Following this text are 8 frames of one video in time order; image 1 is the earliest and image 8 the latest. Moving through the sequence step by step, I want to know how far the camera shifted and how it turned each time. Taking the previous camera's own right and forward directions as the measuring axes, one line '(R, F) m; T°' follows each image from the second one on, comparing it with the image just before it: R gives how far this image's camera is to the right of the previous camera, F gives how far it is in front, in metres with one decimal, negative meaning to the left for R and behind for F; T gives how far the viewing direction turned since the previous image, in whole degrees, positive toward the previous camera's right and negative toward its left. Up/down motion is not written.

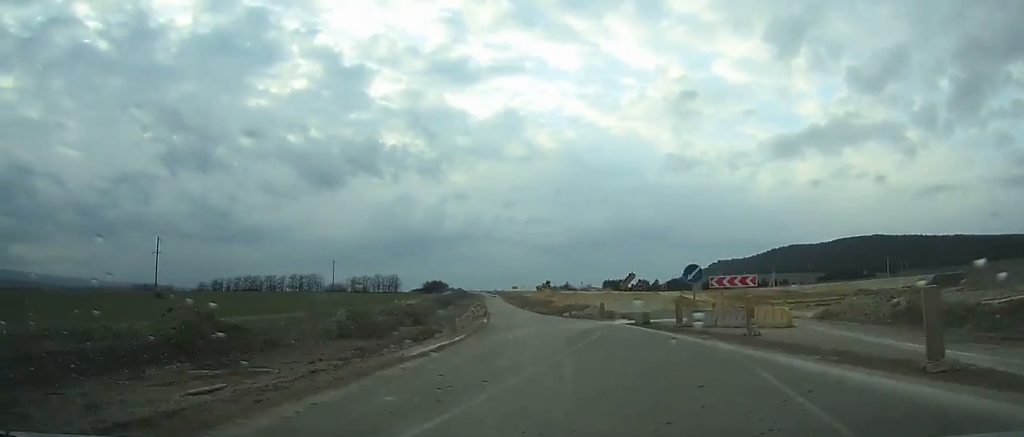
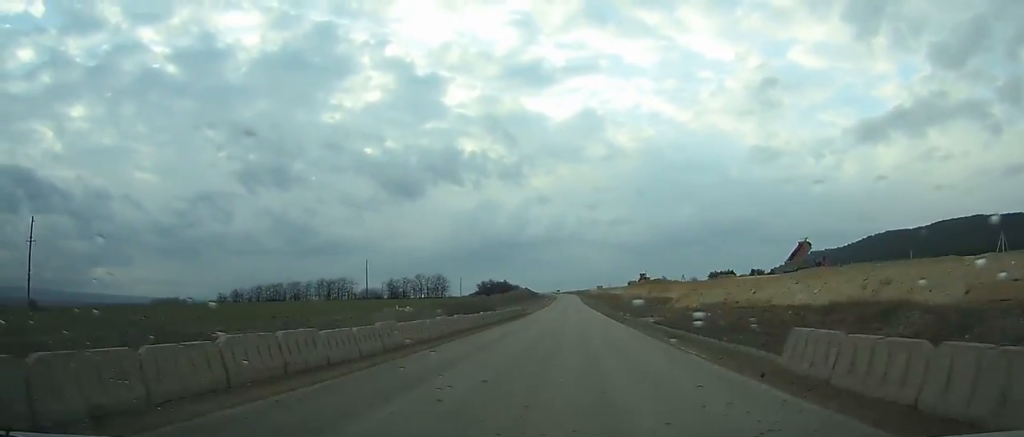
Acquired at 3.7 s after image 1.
(-7.0, +86.2) m; -5°
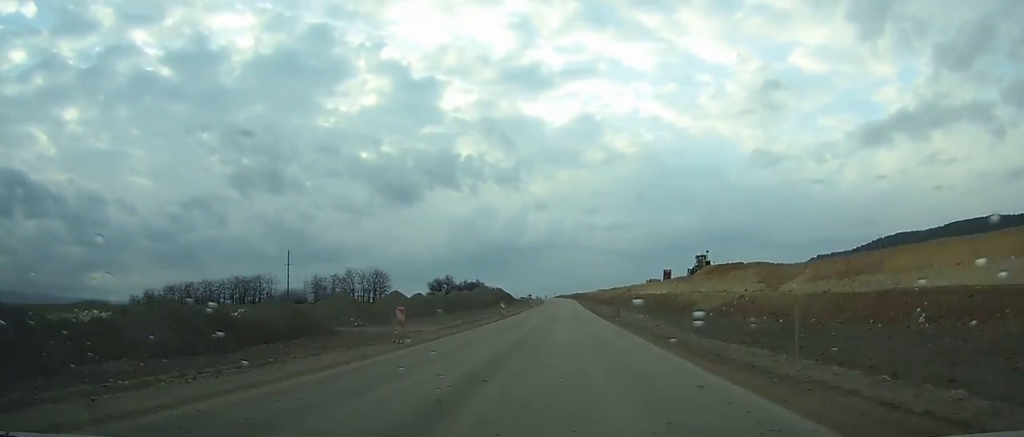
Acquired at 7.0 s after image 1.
(0.0, +79.7) m; 0°
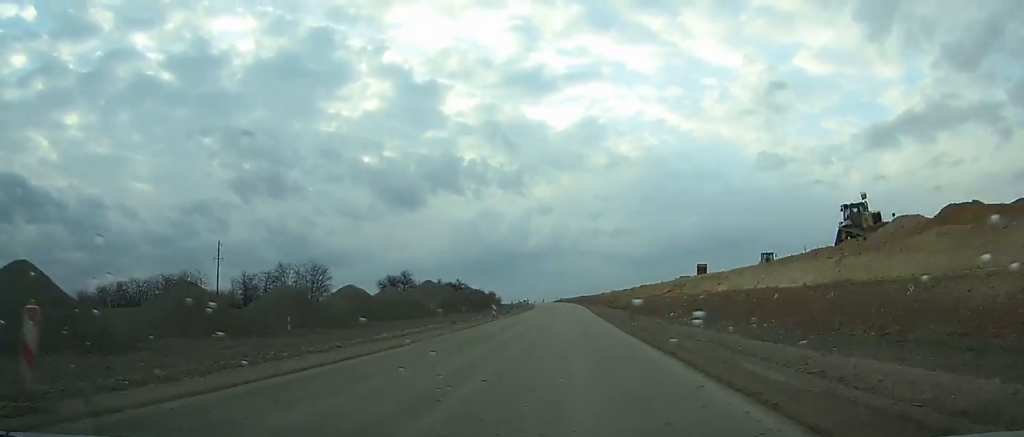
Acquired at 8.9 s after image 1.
(+0.4, +46.8) m; -1°
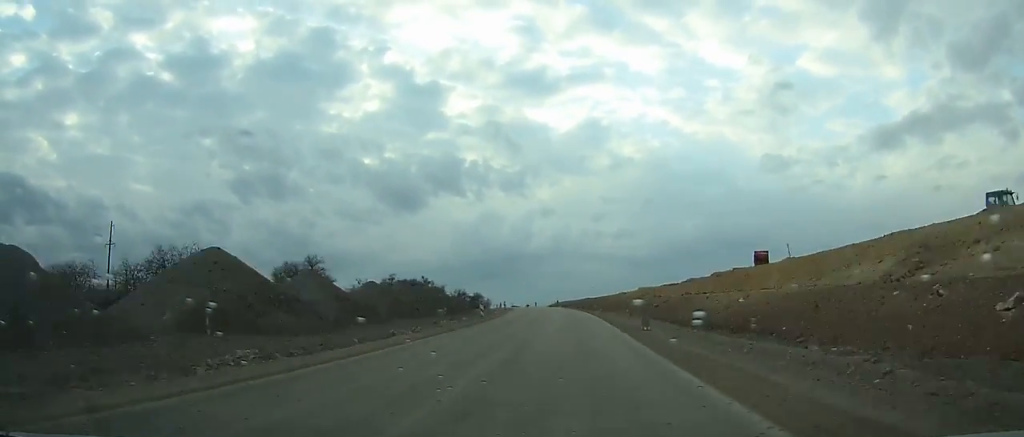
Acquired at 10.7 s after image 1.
(-0.6, +44.2) m; -2°
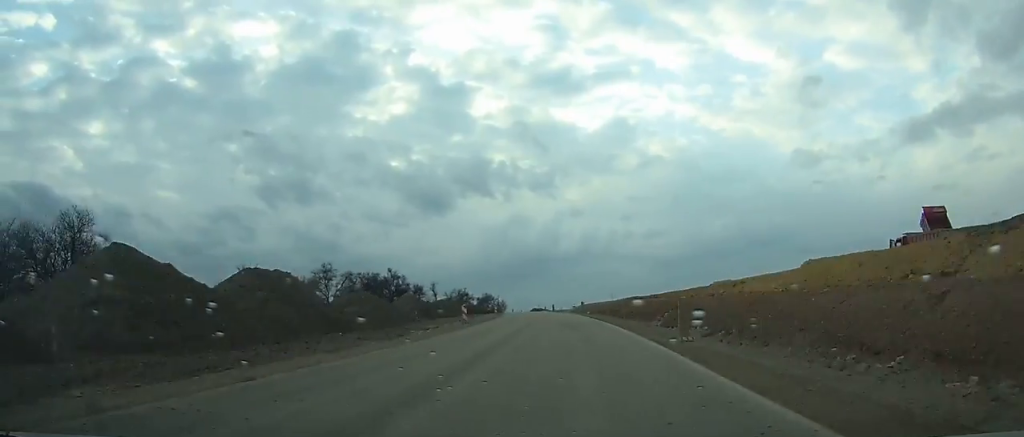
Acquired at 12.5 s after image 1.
(0.0, +44.0) m; -2°
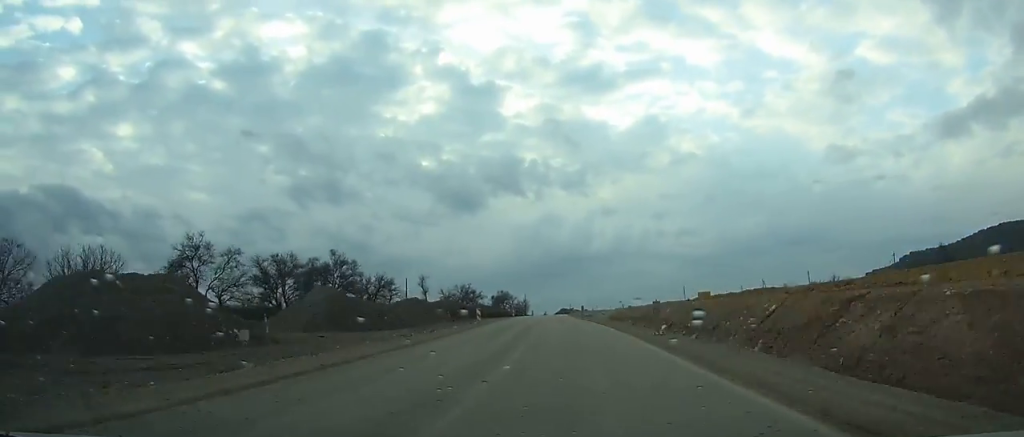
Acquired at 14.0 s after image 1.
(-1.7, +36.1) m; -2°
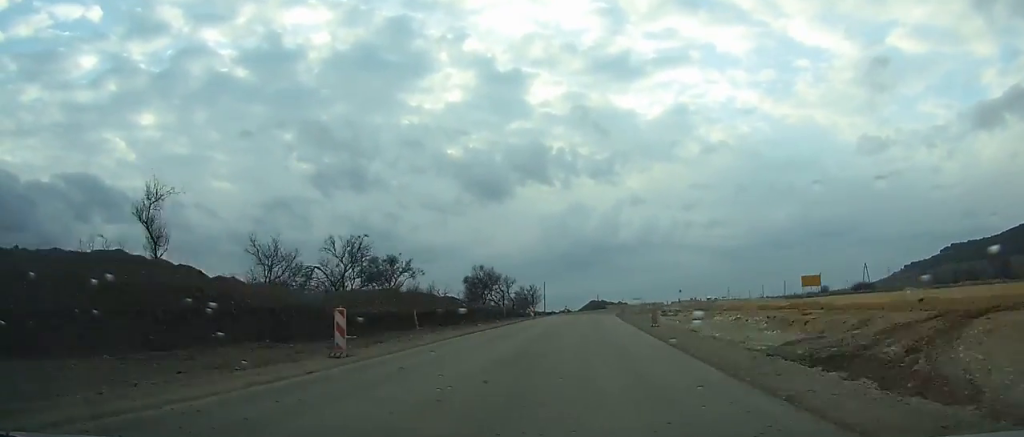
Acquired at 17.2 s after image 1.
(-1.7, +75.3) m; +1°
